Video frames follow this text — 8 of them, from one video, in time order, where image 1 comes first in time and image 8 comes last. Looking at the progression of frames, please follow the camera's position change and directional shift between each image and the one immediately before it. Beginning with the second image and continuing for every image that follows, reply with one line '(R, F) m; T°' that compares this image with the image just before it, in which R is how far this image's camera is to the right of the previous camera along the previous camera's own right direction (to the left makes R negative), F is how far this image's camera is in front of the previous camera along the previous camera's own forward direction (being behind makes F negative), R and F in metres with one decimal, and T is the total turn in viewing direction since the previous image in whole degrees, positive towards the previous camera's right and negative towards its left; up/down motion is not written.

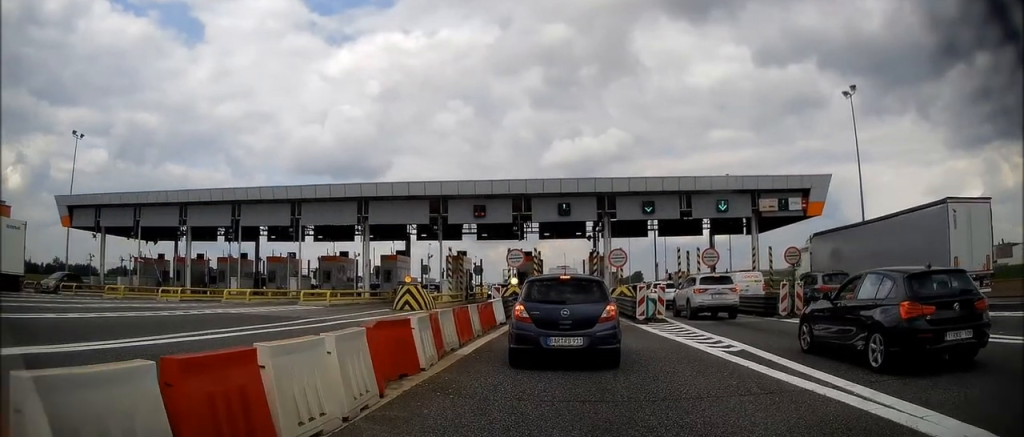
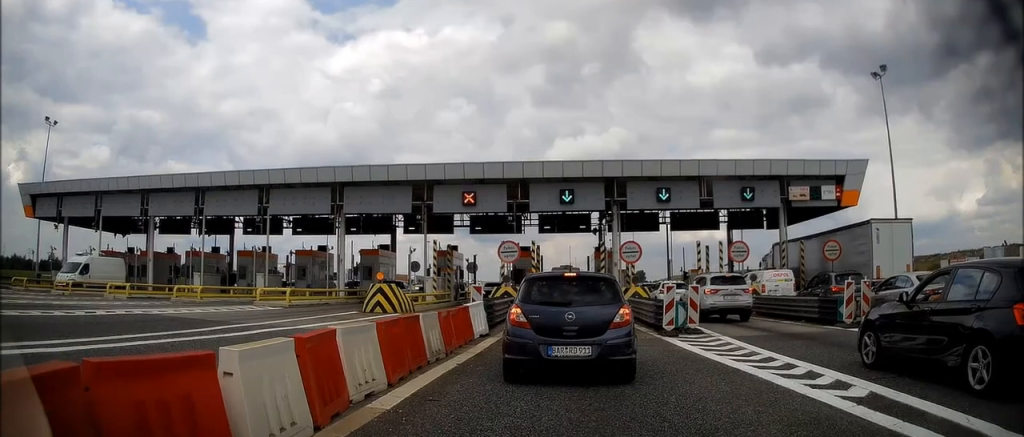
(0.0, +5.0) m; 0°
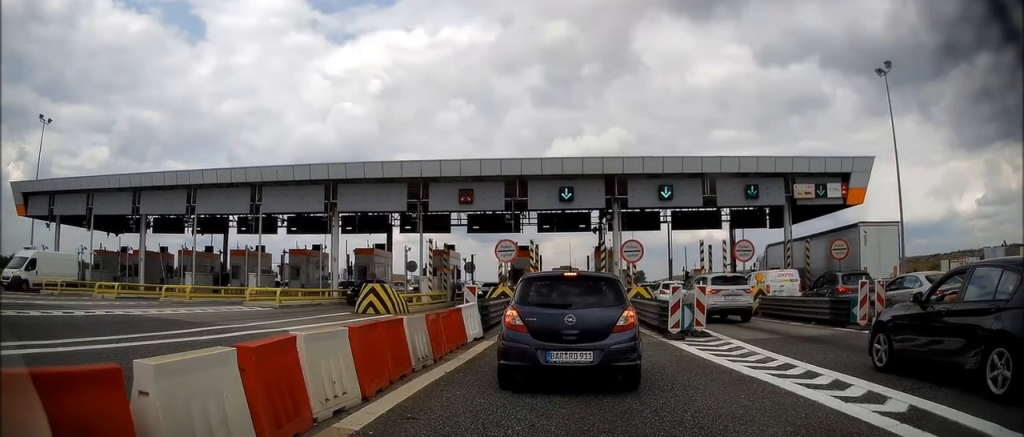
(0.0, +0.8) m; 0°
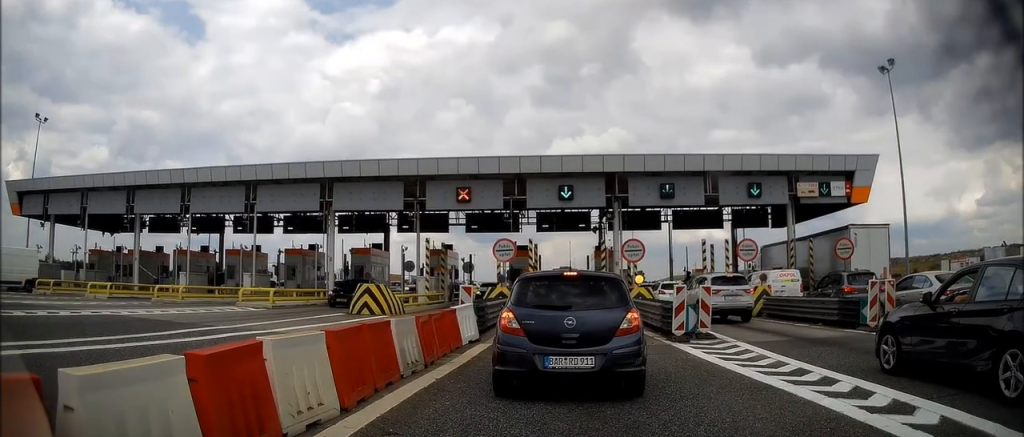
(0.0, +0.6) m; 0°
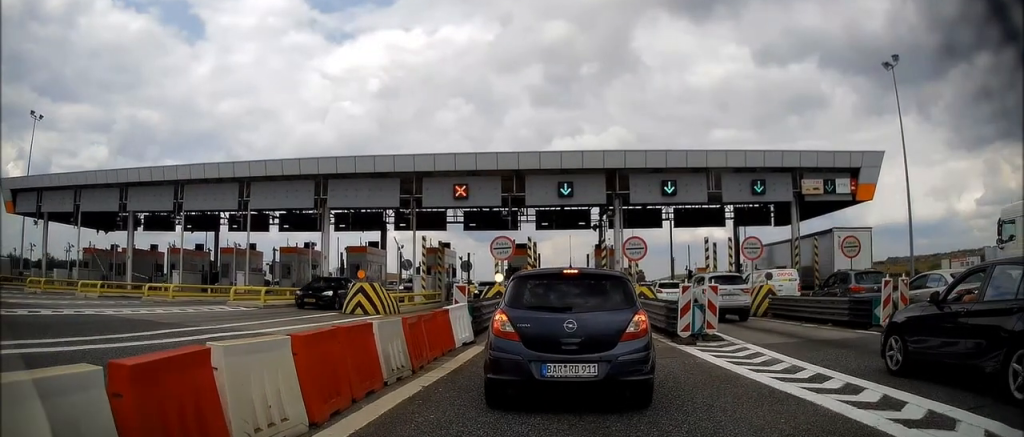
(0.0, +0.7) m; 0°
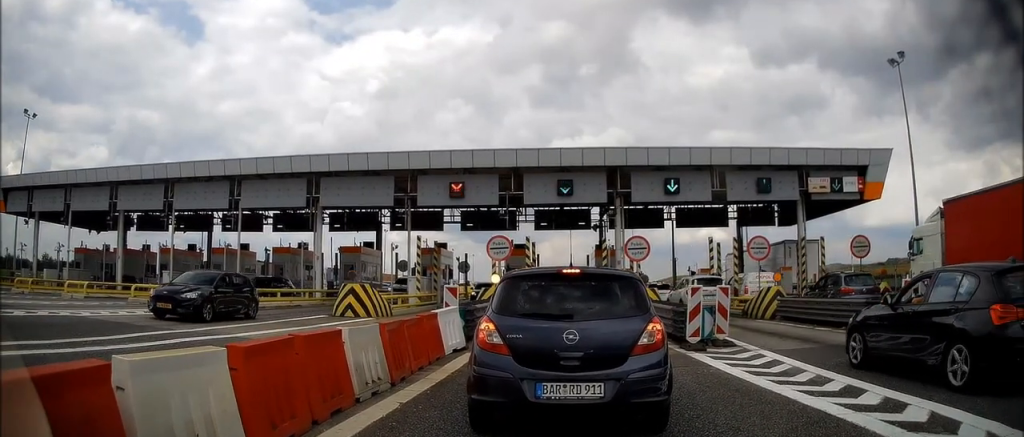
(0.0, +1.3) m; 0°
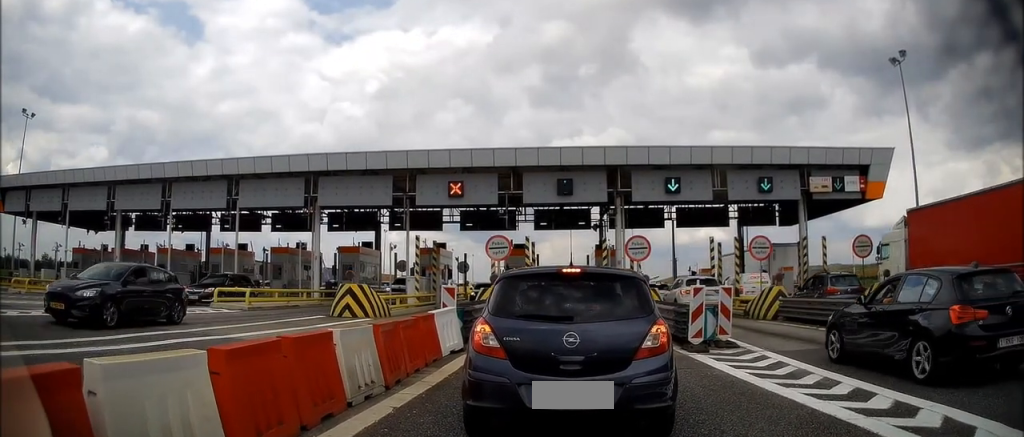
(0.0, +0.3) m; 0°
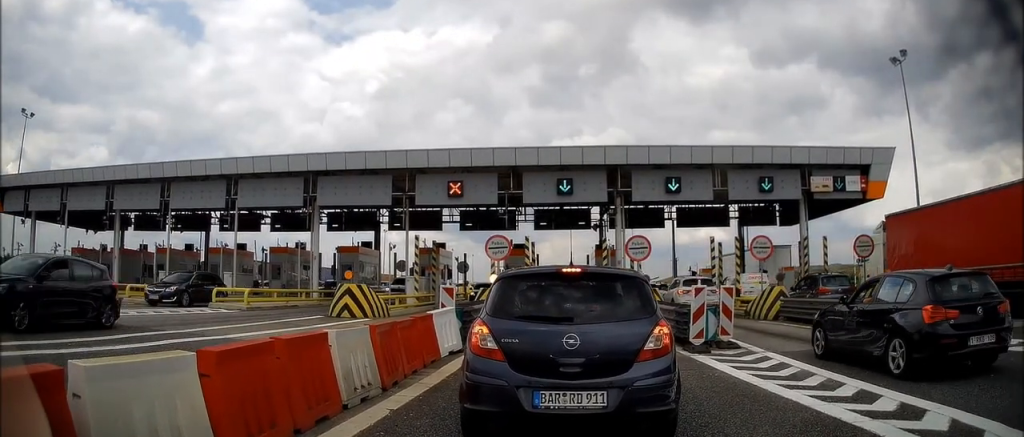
(0.0, +0.1) m; 0°
